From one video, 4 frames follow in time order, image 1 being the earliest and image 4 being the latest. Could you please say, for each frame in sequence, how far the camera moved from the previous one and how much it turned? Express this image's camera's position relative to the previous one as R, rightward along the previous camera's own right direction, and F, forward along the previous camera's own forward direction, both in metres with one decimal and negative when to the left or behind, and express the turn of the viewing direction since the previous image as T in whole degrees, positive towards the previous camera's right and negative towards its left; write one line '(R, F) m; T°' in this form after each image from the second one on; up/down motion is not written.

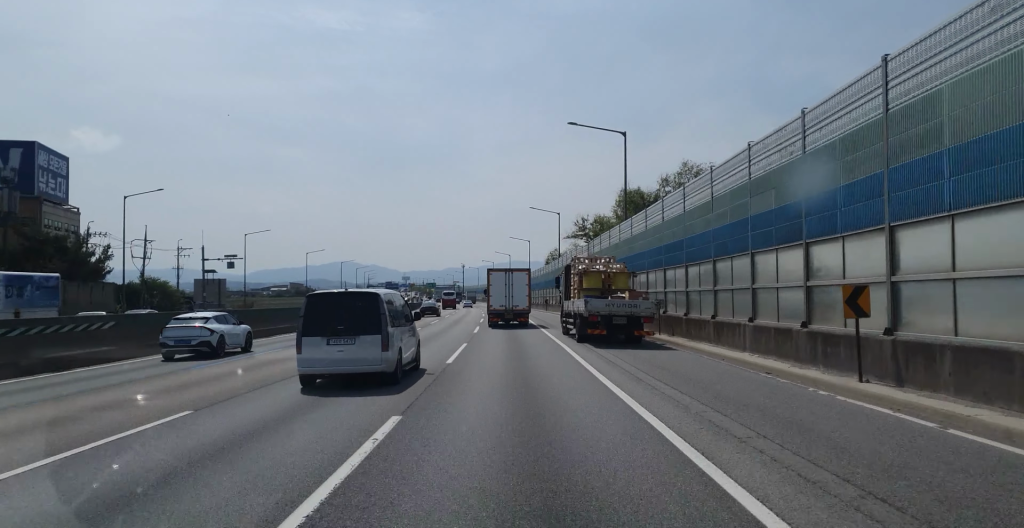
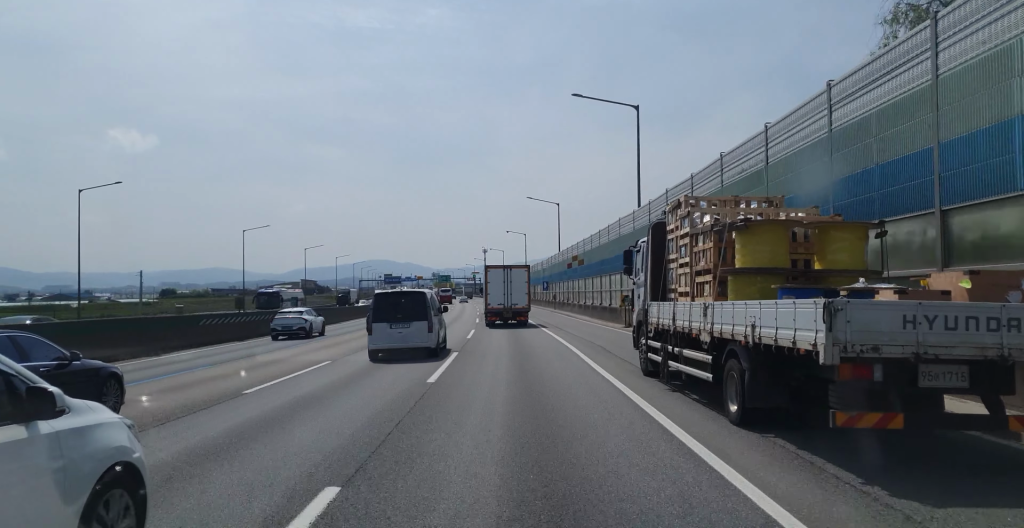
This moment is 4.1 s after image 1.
(-3.0, +93.8) m; -4°
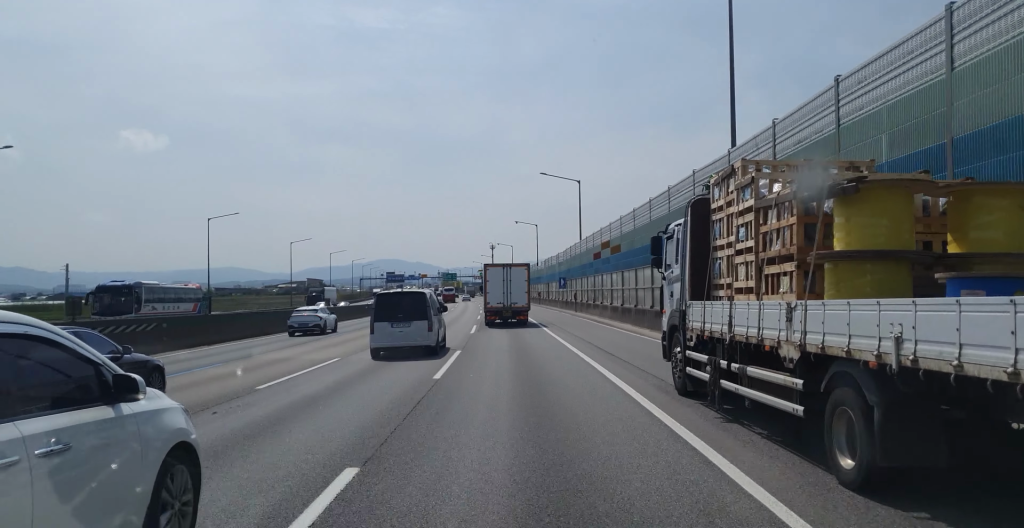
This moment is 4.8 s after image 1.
(-0.2, +16.2) m; 0°
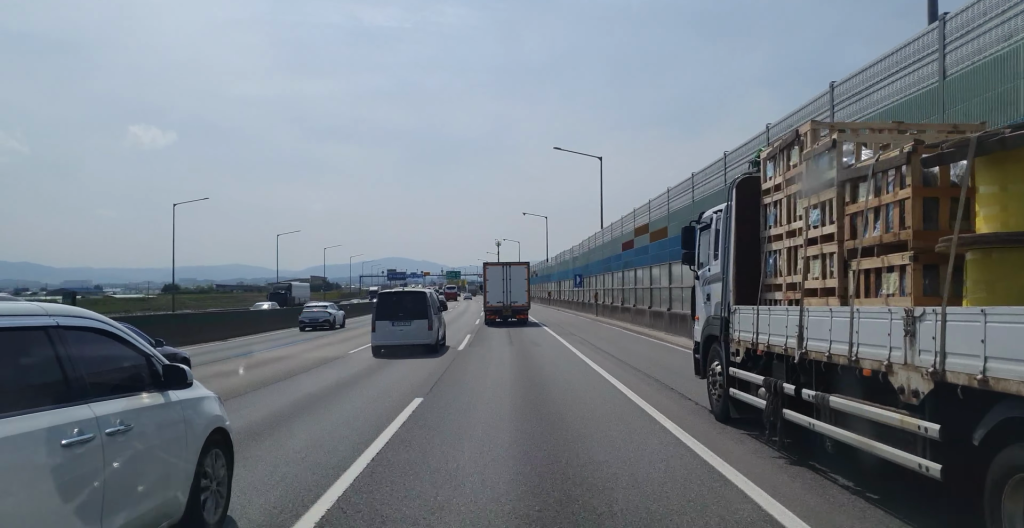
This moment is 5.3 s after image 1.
(-0.1, +11.5) m; 0°
